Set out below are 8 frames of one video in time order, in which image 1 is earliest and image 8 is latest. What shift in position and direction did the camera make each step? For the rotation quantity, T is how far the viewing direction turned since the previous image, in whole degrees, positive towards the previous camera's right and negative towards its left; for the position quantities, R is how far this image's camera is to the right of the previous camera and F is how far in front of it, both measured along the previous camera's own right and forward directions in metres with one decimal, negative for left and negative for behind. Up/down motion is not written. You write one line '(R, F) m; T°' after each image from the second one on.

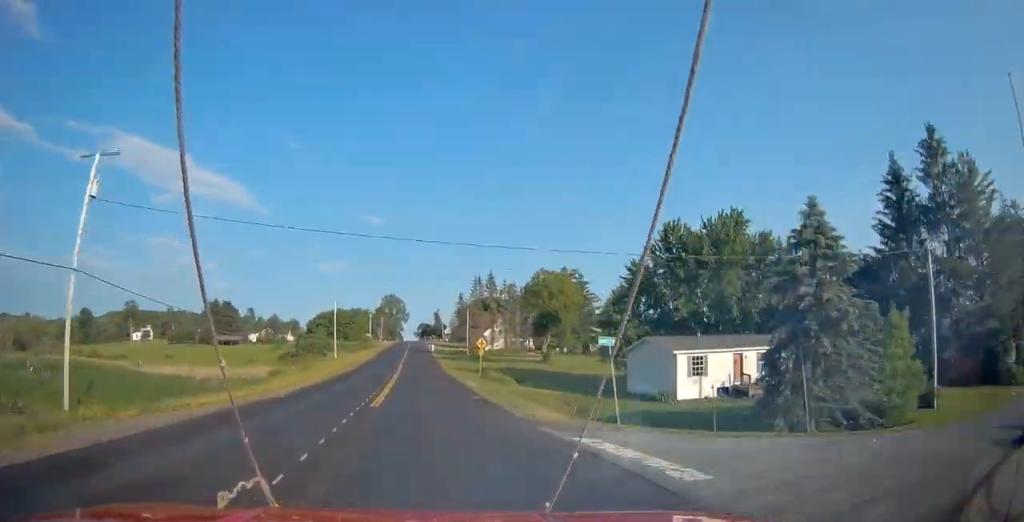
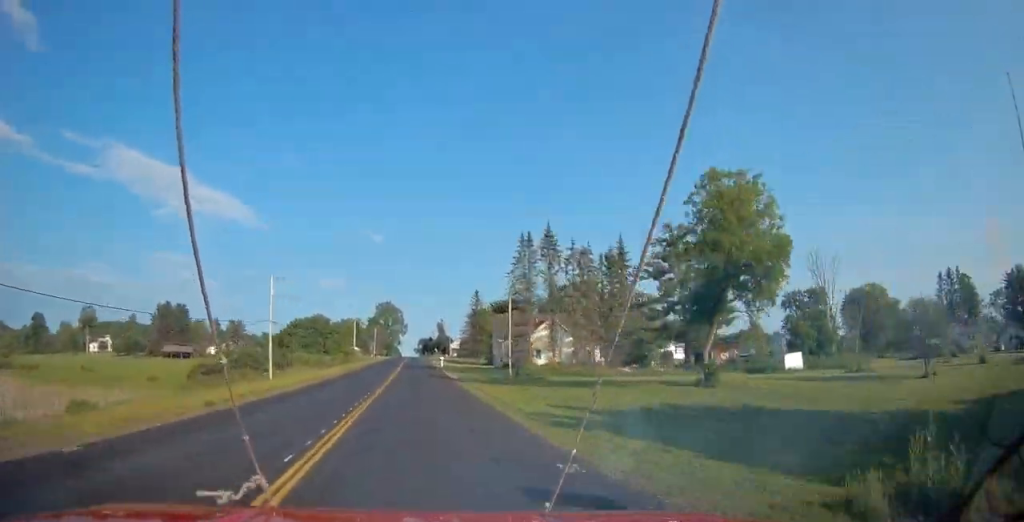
(+0.1, +45.7) m; 0°
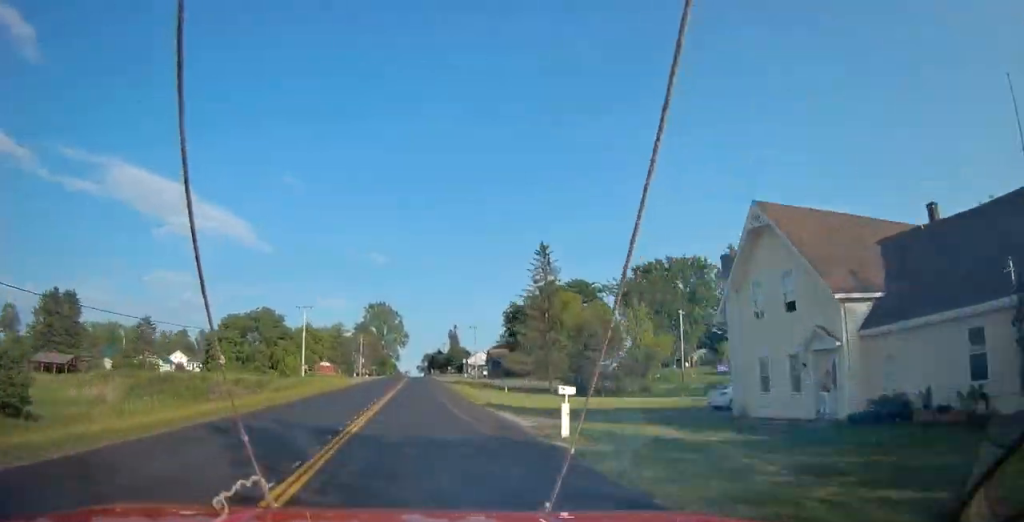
(0.0, +68.5) m; 0°
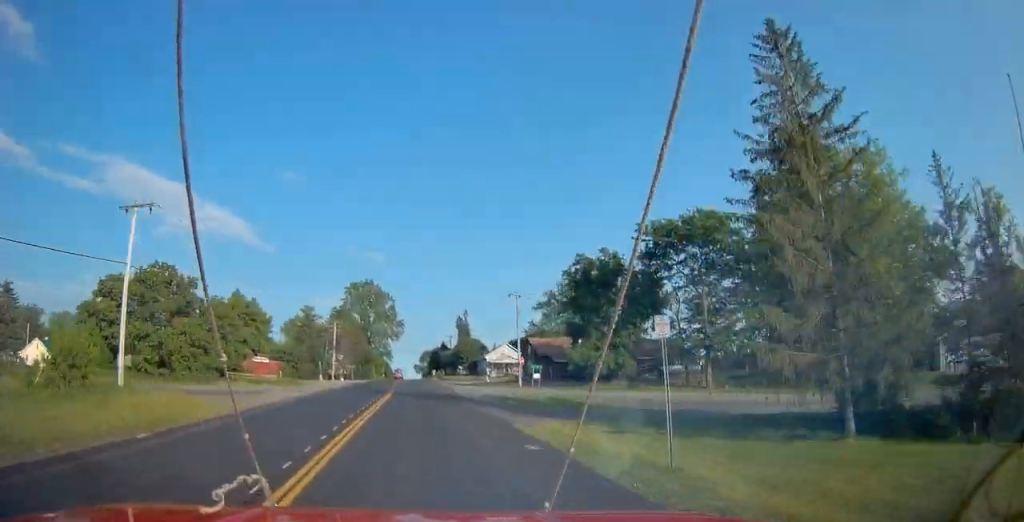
(-0.2, +49.2) m; 0°
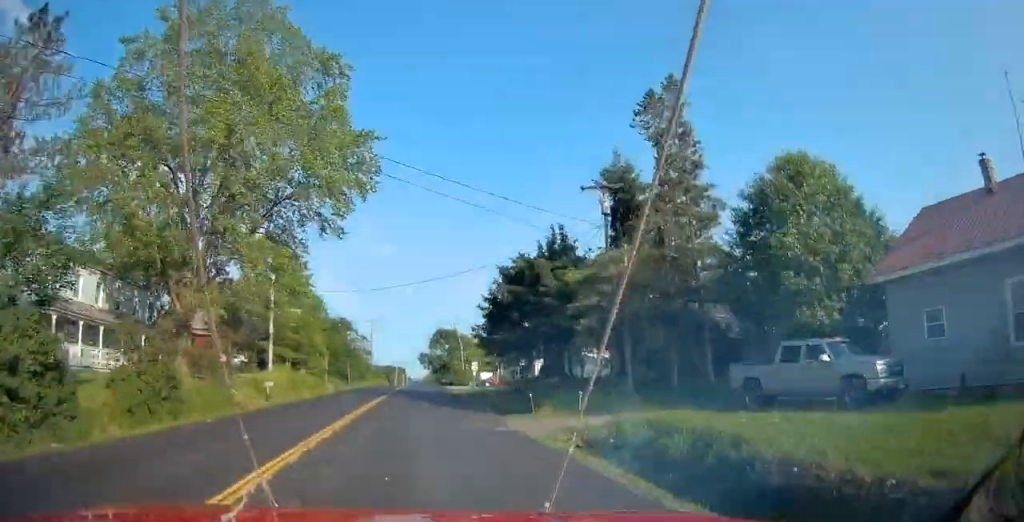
(-0.7, +119.5) m; -1°
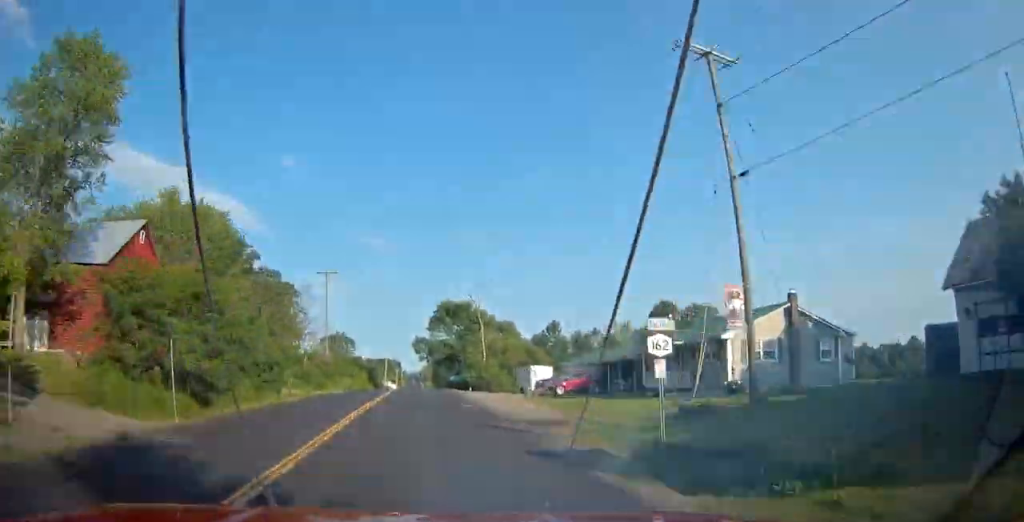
(-0.3, +50.6) m; 0°
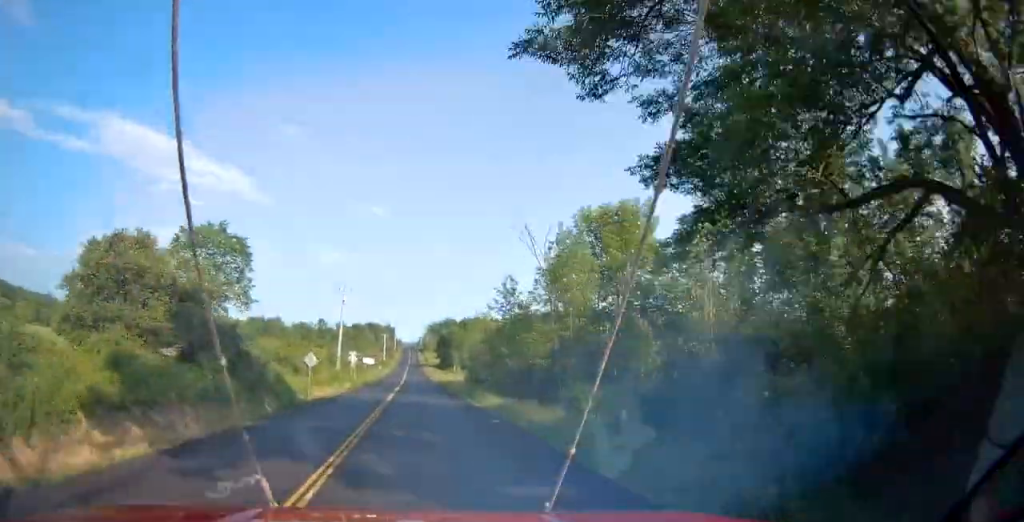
(+1.4, +100.9) m; 0°
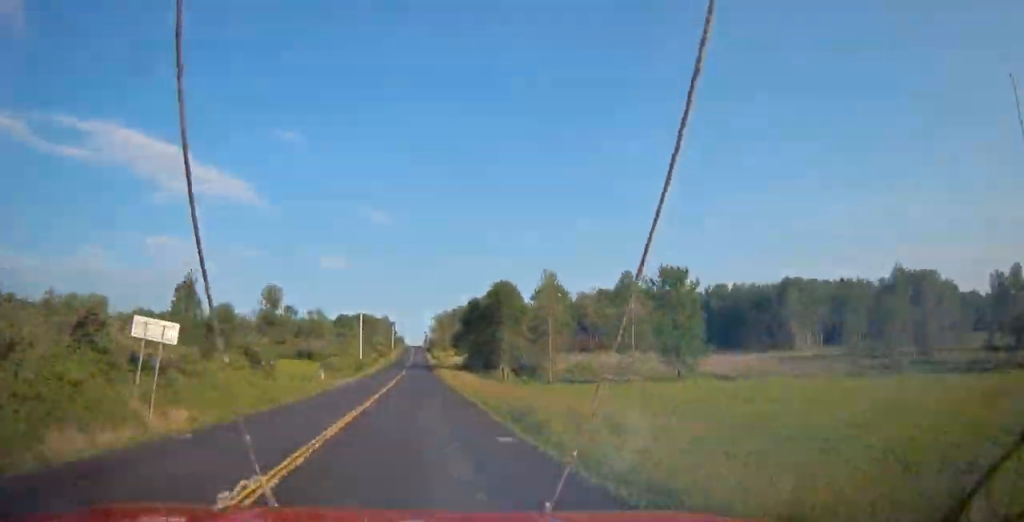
(-0.6, +95.0) m; -1°
